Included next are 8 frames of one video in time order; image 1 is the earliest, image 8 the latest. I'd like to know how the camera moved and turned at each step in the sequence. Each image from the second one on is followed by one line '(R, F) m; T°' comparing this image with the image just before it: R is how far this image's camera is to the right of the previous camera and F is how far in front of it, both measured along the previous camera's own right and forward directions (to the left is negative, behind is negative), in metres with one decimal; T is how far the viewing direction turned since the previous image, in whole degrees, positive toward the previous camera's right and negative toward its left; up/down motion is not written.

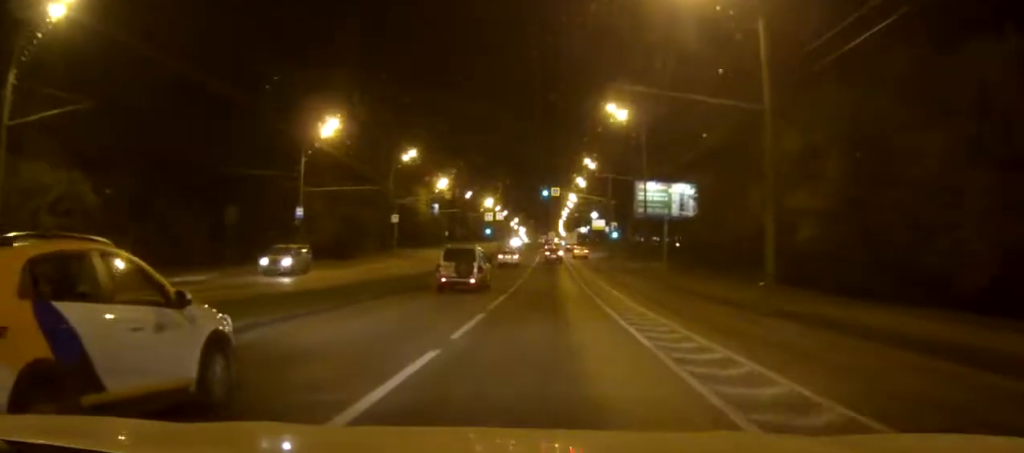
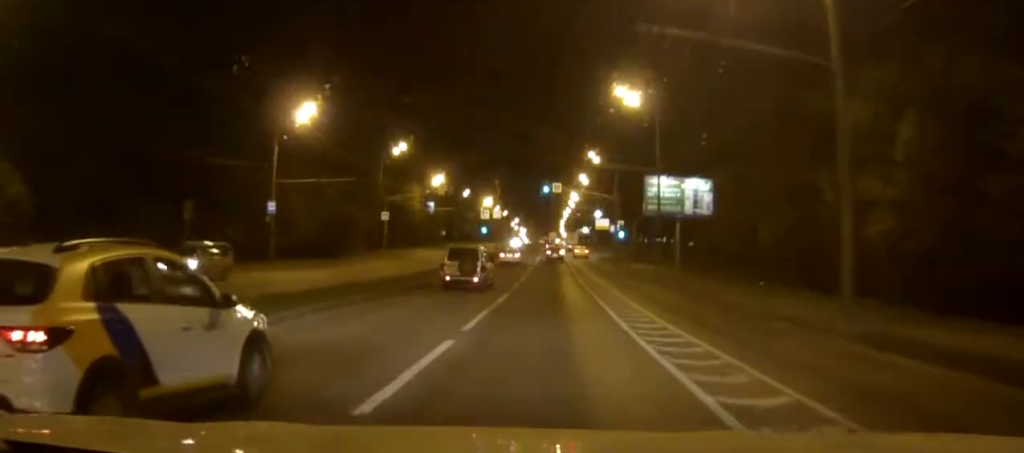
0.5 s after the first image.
(0.0, +6.6) m; 0°
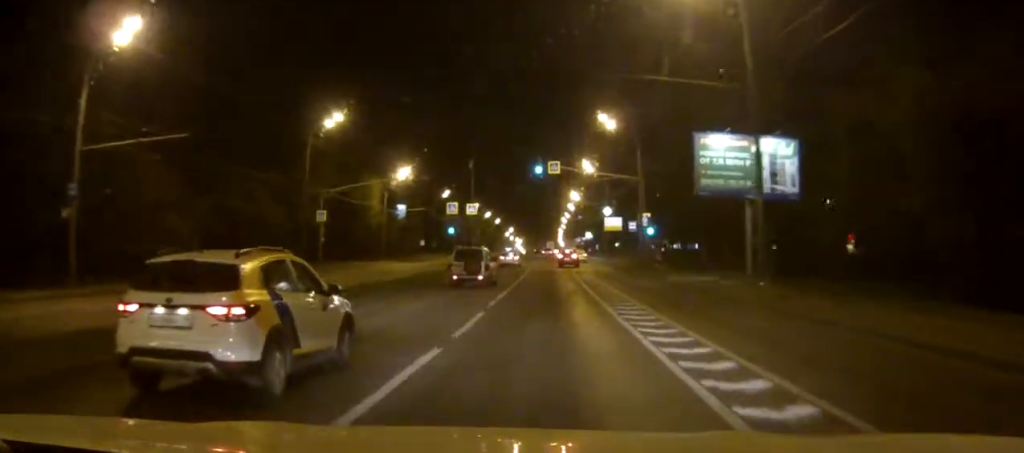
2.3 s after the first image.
(0.0, +25.1) m; 0°
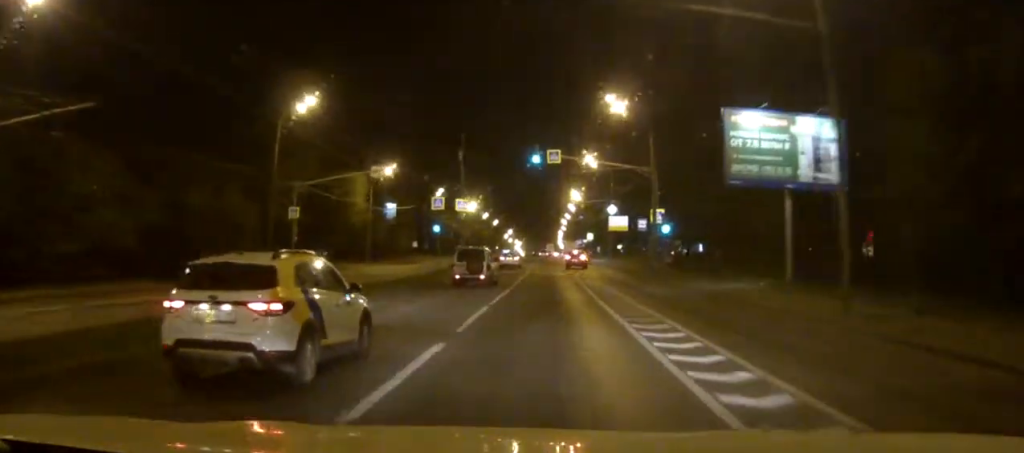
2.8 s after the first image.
(0.0, +7.4) m; 0°
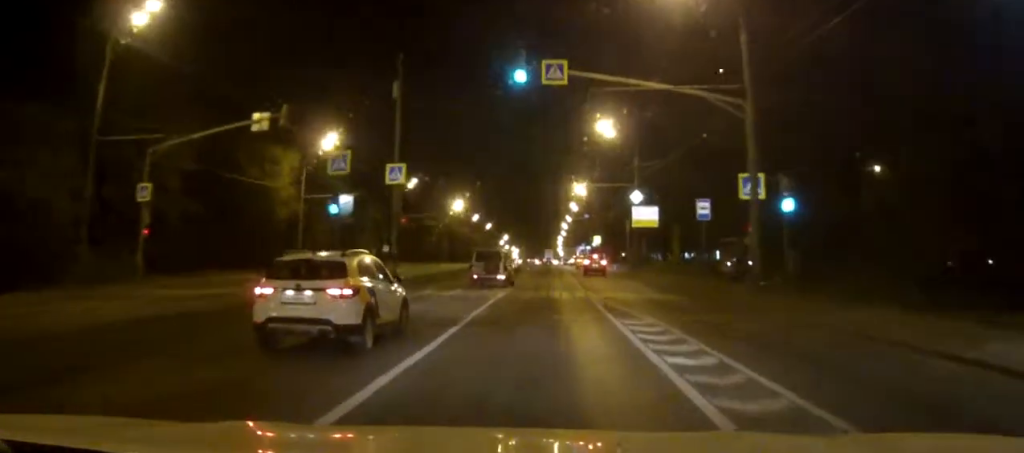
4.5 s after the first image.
(+0.1, +24.2) m; 0°
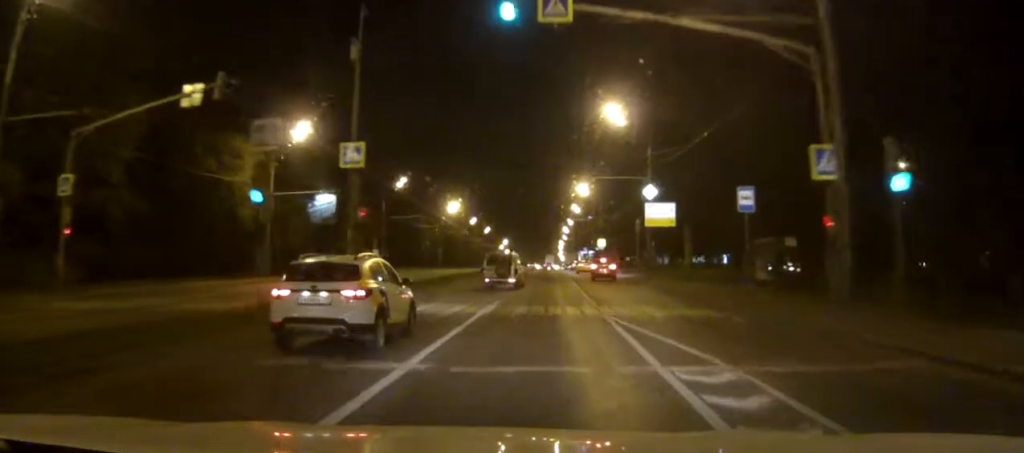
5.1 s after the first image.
(0.0, +7.6) m; 0°
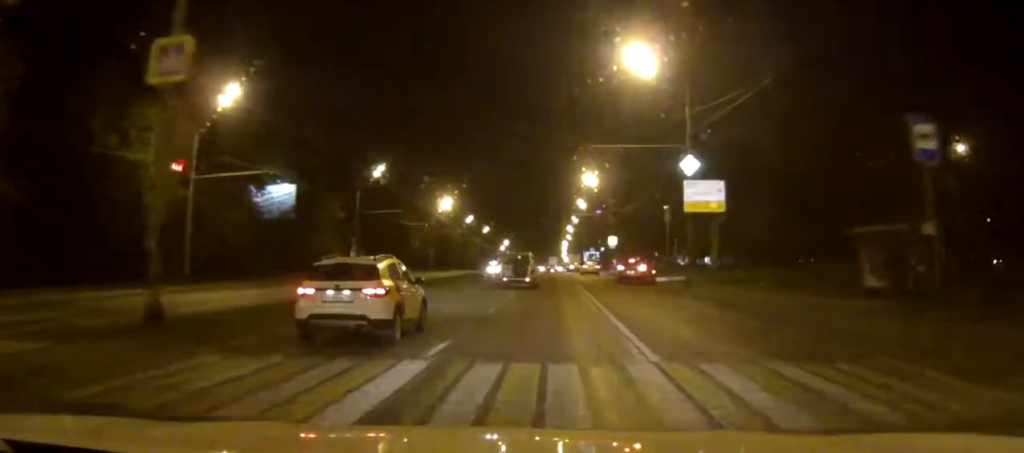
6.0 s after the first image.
(0.0, +13.9) m; 0°
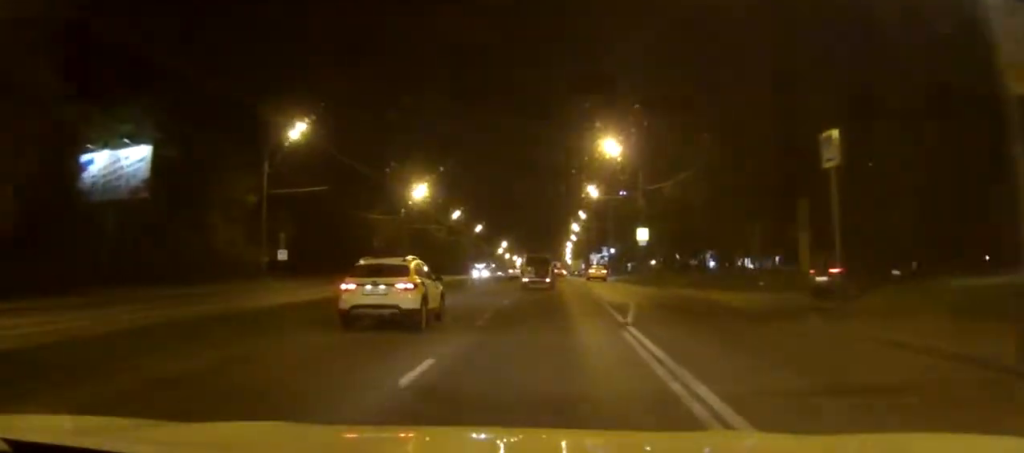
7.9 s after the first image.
(-0.1, +27.1) m; 0°
